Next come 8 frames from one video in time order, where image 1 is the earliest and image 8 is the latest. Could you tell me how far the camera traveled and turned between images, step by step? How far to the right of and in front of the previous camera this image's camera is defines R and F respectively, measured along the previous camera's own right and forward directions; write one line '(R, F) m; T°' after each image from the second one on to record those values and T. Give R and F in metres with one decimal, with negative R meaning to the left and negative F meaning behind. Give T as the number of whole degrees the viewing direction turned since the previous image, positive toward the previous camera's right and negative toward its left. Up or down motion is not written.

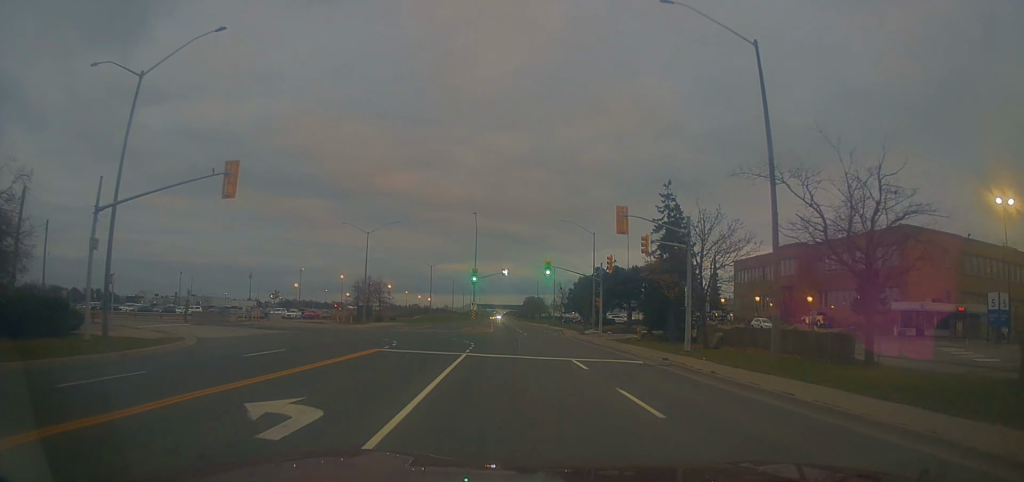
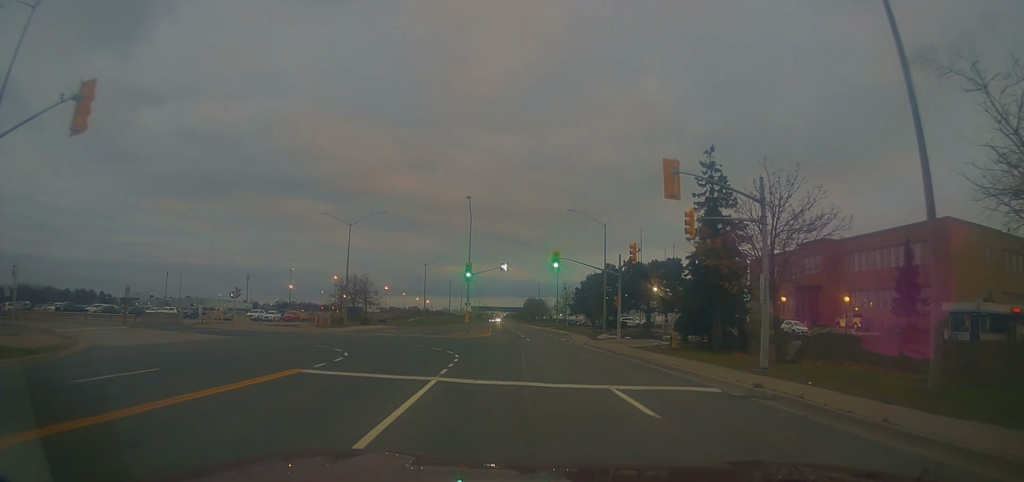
(+0.5, +8.2) m; 0°
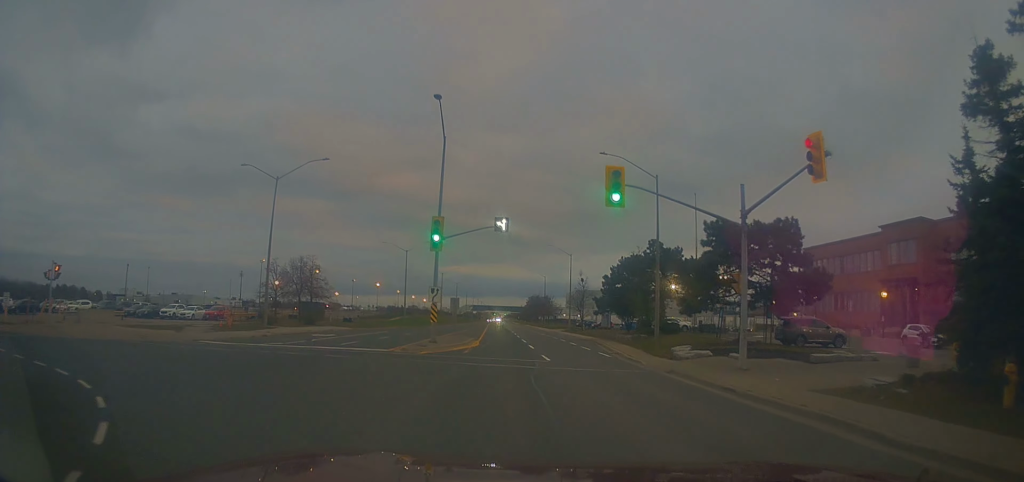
(-0.8, +21.8) m; -1°
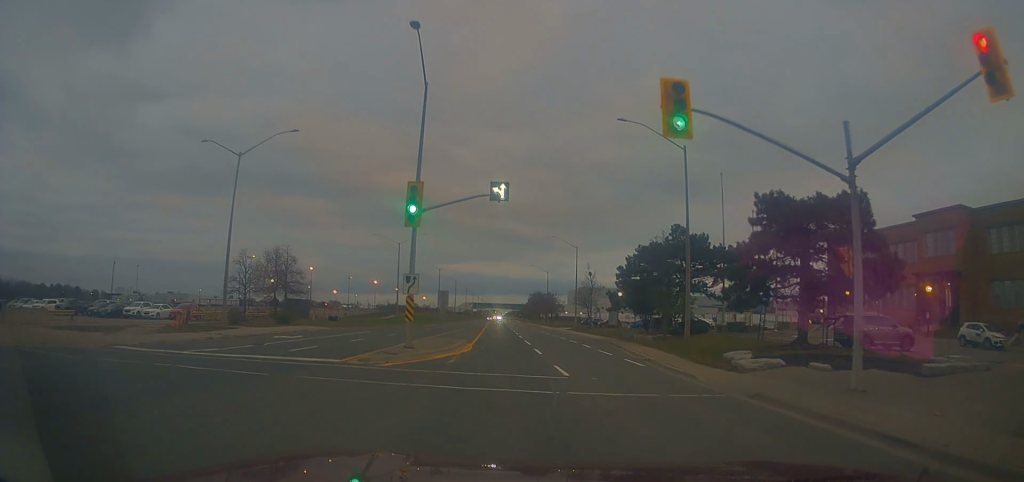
(+0.1, +6.8) m; +1°
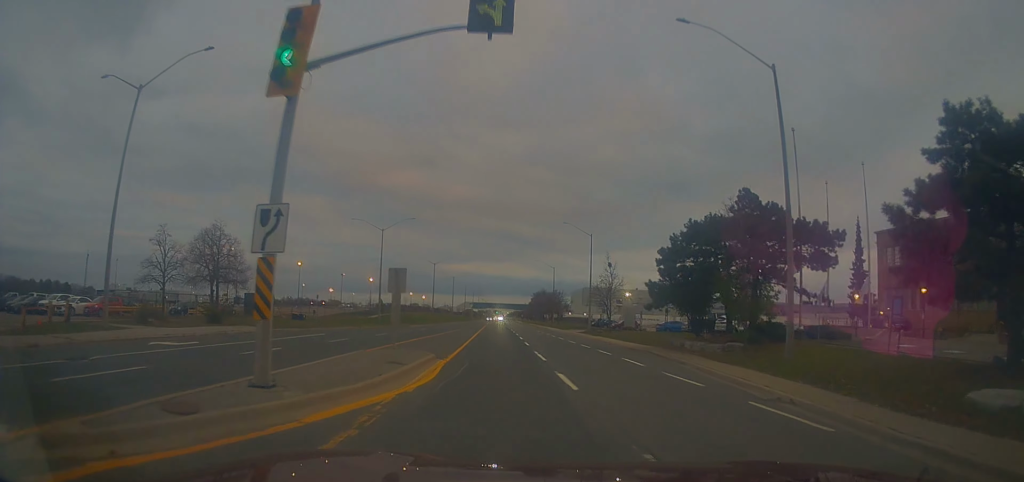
(+0.1, +12.7) m; -1°
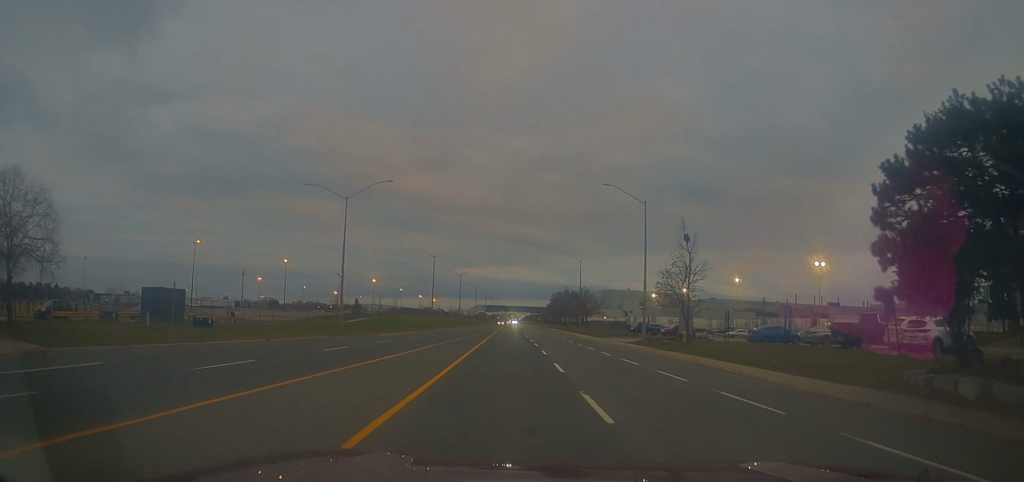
(-0.7, +21.9) m; -2°
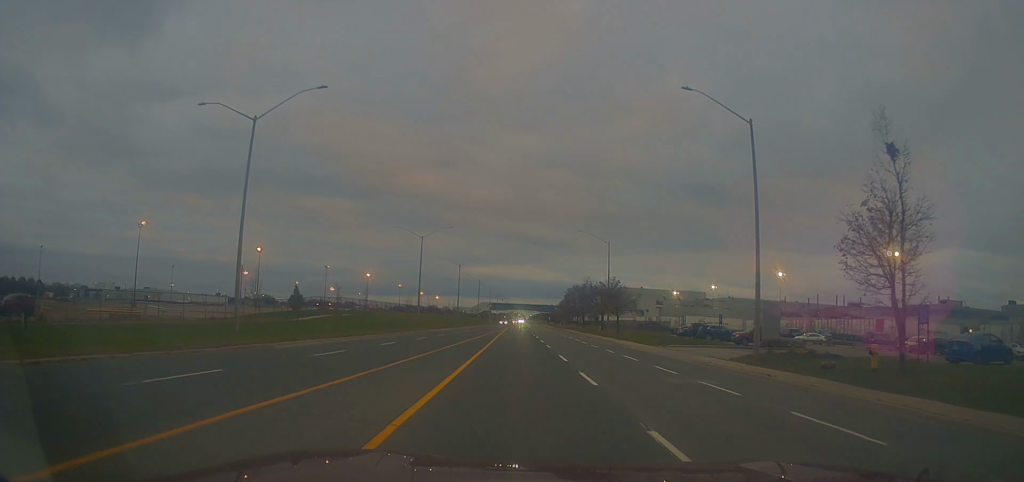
(+0.4, +21.4) m; 0°
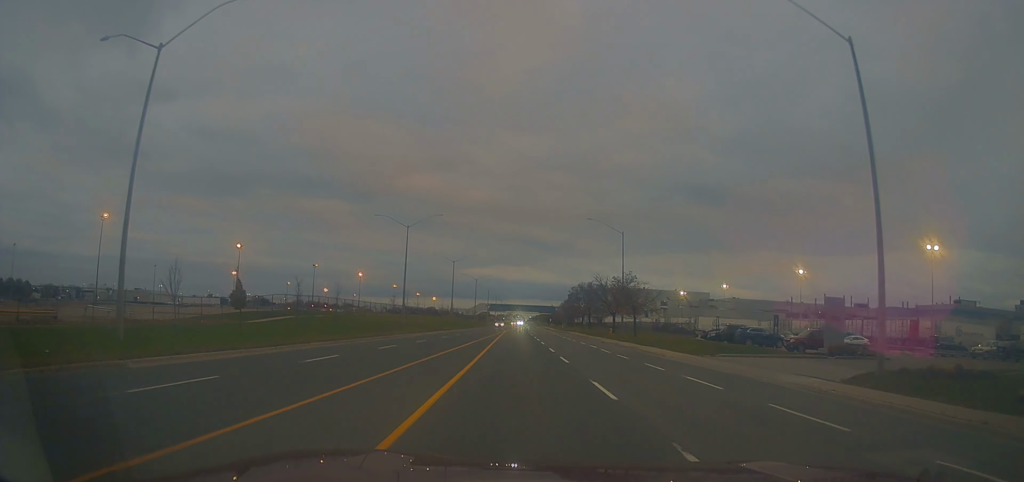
(-0.2, +10.2) m; 0°
